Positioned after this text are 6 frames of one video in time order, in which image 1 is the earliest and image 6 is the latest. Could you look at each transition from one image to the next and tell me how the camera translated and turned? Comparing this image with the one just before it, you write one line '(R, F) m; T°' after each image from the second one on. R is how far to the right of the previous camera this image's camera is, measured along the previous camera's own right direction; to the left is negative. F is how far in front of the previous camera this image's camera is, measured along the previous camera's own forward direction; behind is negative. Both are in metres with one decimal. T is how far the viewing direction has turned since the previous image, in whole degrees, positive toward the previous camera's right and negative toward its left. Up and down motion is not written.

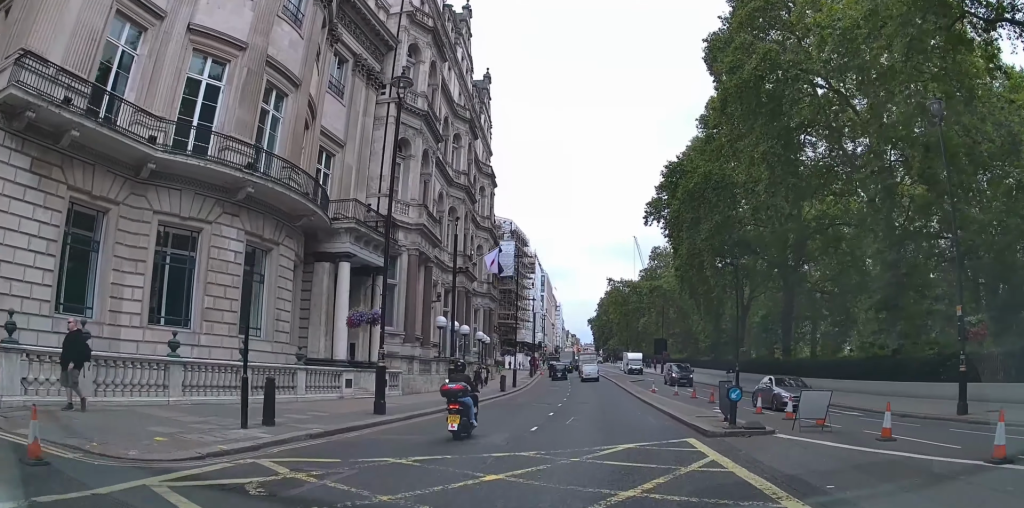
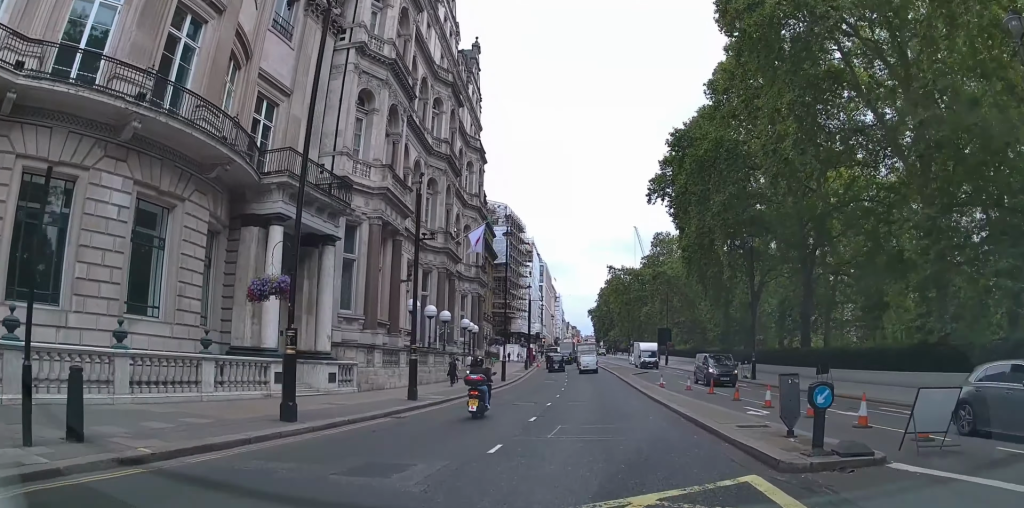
(+0.2, +5.3) m; +1°
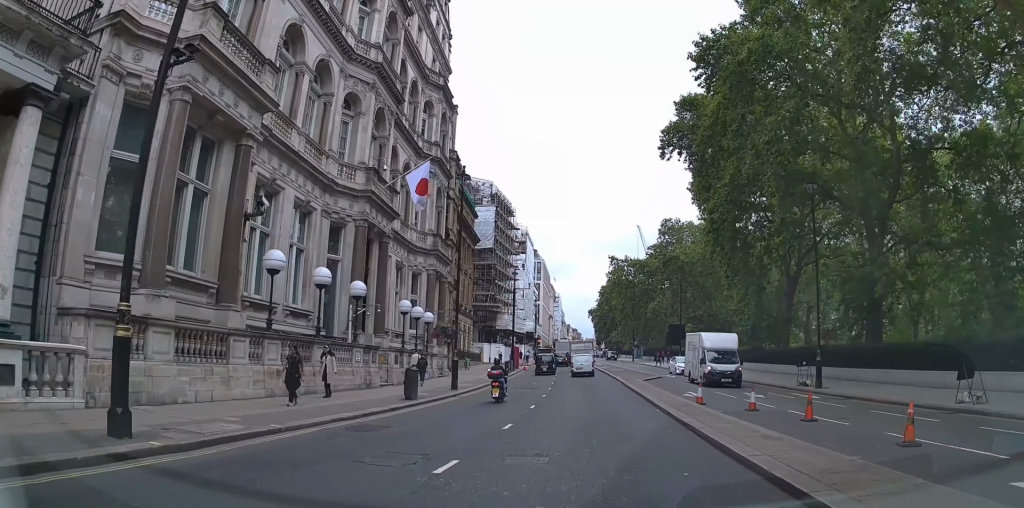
(+0.6, +14.4) m; +2°
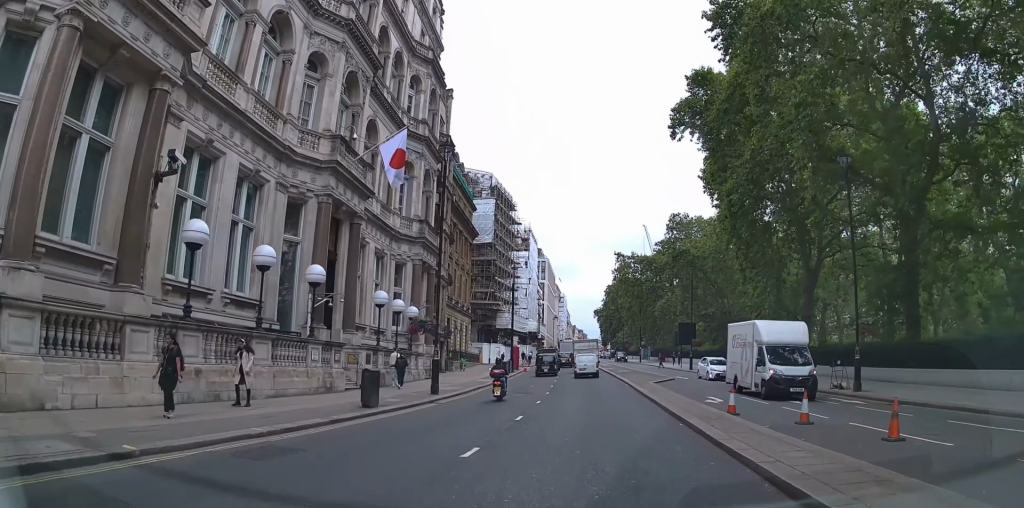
(-0.4, +4.4) m; 0°
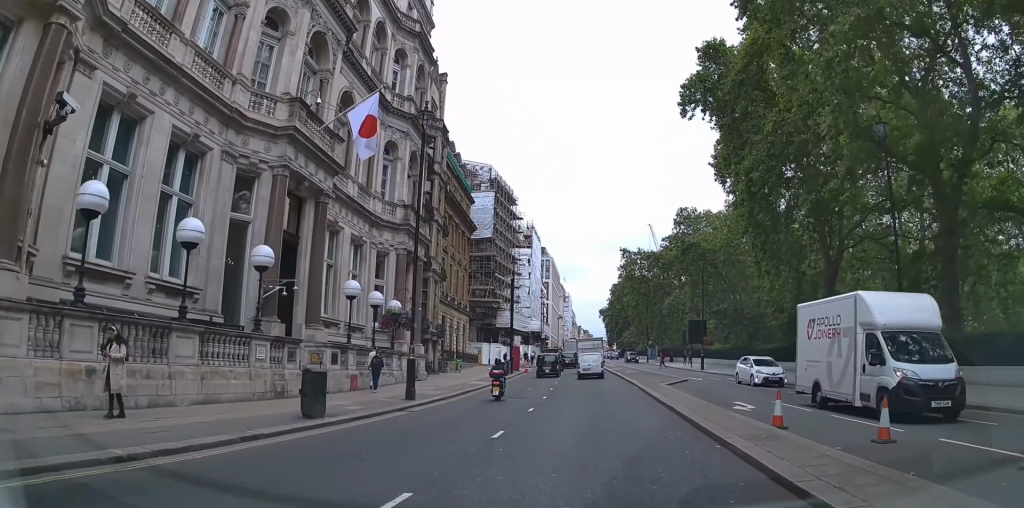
(+0.2, +3.9) m; +1°
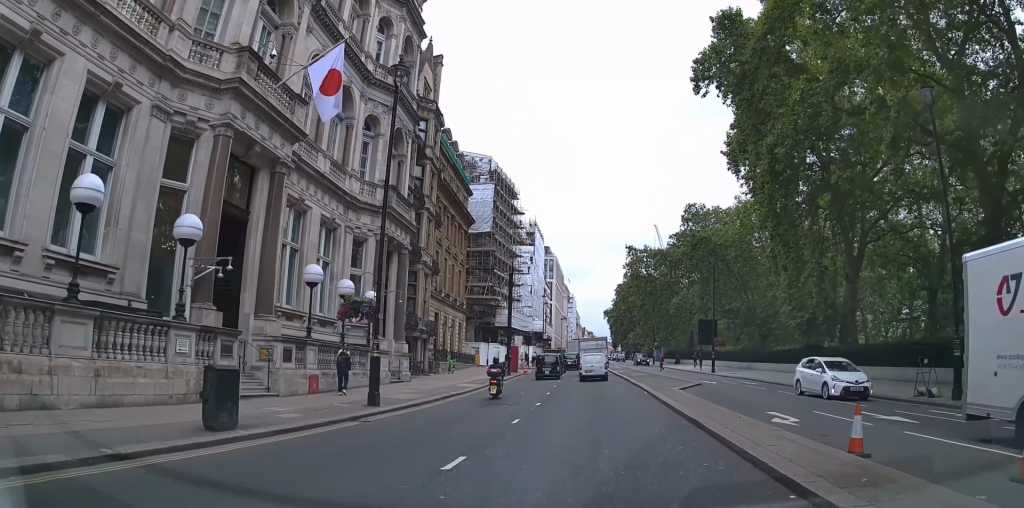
(+0.3, +3.9) m; +1°
